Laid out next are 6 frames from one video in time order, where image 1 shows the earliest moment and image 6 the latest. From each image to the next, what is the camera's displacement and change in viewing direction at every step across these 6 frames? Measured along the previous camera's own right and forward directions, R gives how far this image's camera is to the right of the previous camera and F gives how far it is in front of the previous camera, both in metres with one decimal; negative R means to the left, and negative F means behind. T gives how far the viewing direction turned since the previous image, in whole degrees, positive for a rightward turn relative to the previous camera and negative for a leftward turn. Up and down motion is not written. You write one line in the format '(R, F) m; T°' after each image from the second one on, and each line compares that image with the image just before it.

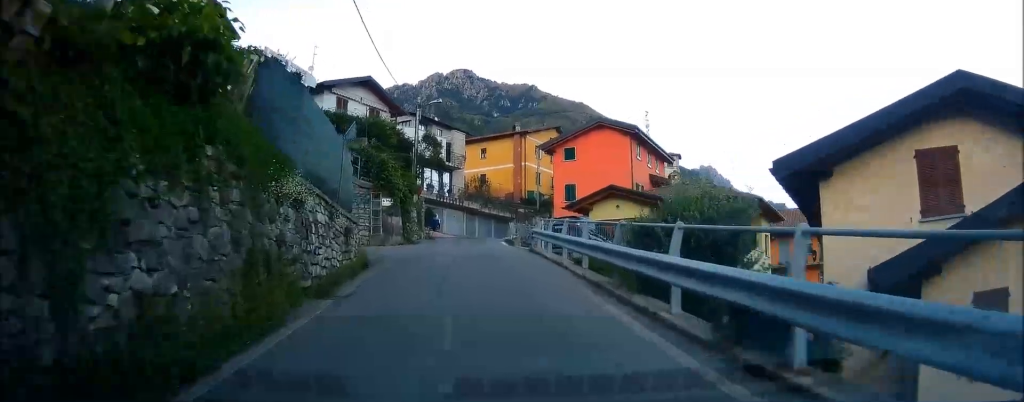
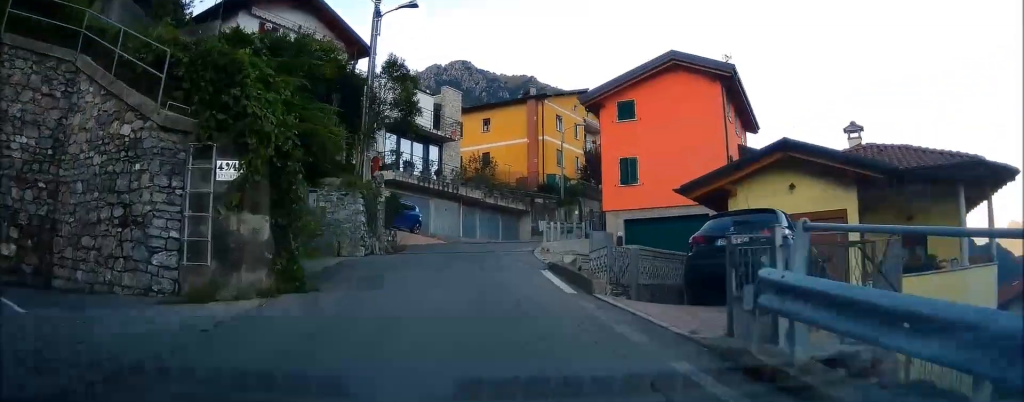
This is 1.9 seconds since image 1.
(+0.5, +17.7) m; +5°
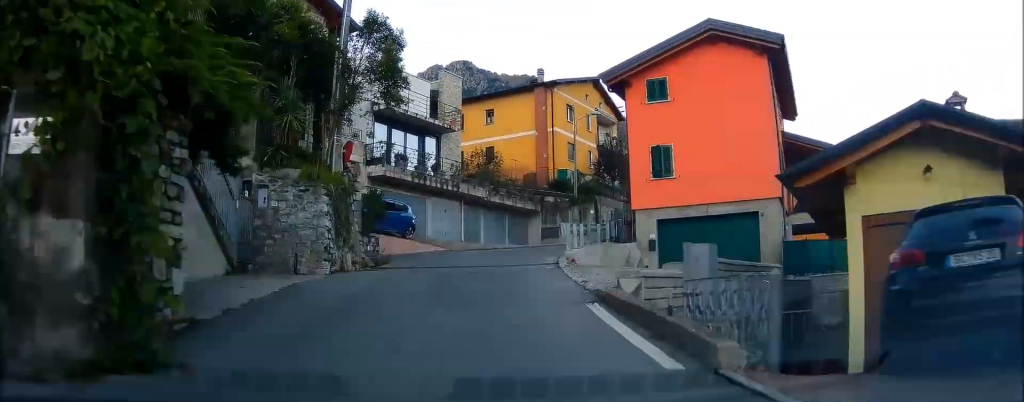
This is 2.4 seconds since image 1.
(+0.2, +4.7) m; +2°
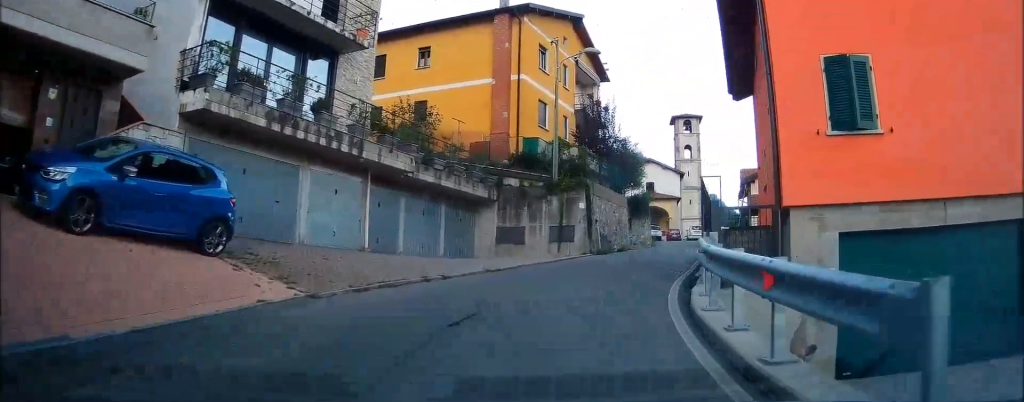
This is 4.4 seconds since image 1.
(+0.3, +15.7) m; +10°
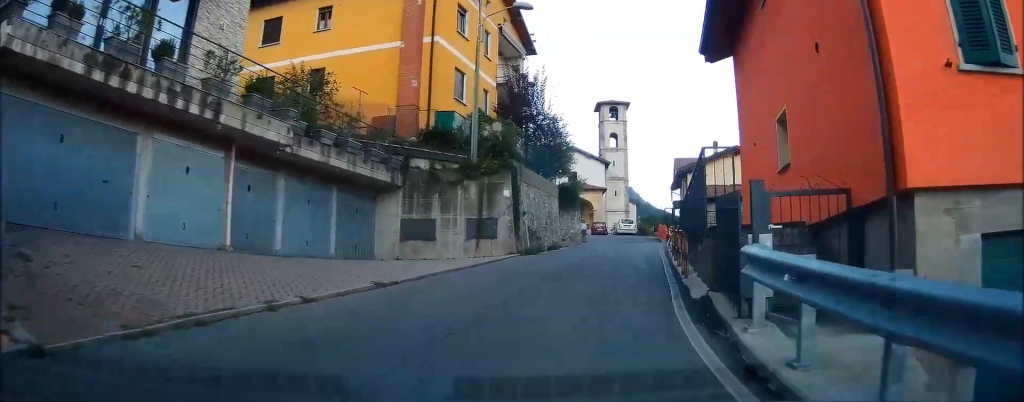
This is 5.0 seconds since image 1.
(+0.6, +4.8) m; +7°
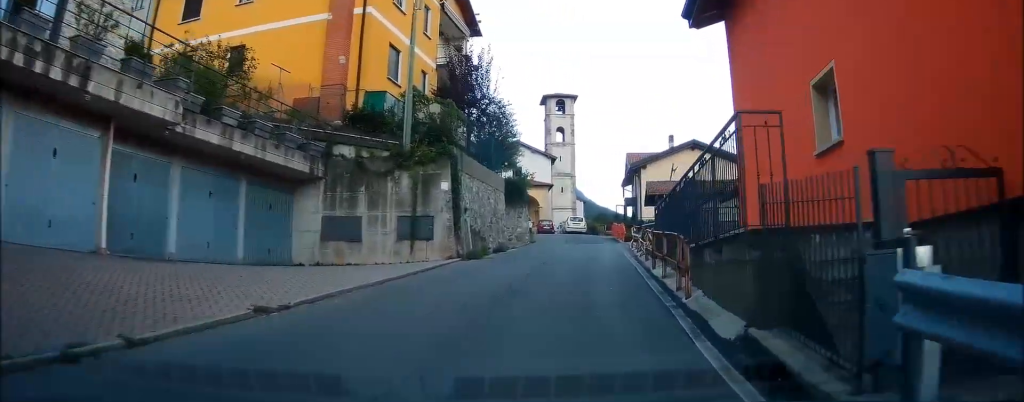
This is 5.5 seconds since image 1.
(+0.3, +3.1) m; +4°
